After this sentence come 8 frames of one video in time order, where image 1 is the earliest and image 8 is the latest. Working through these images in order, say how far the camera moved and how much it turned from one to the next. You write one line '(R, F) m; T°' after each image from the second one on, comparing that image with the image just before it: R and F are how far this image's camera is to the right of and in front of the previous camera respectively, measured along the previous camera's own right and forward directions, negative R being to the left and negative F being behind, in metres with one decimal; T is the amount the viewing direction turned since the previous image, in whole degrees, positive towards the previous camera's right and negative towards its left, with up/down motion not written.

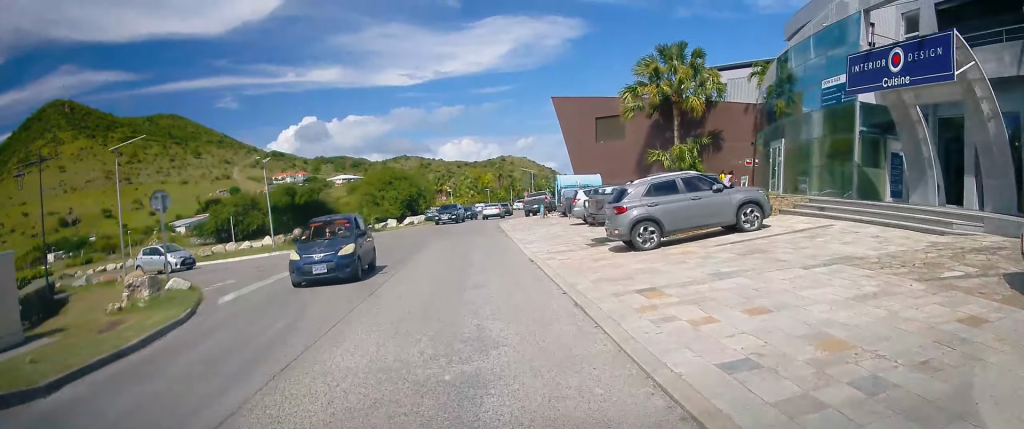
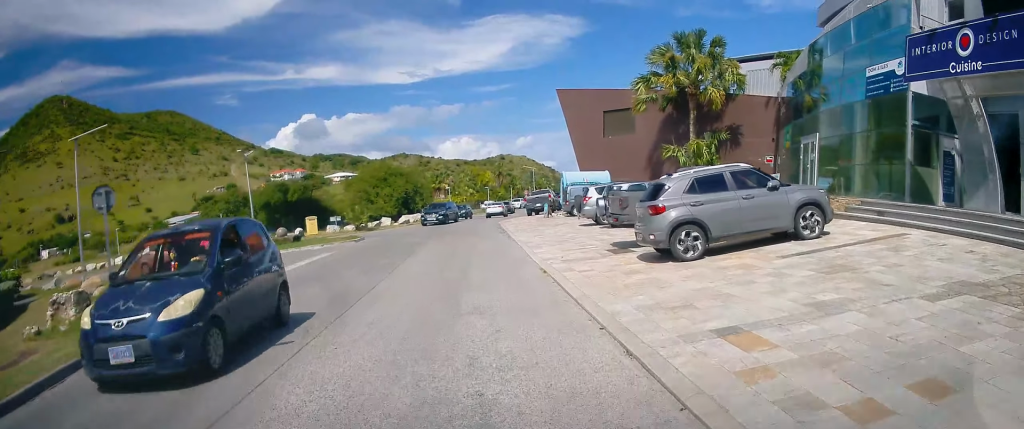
(+0.2, +2.8) m; 0°
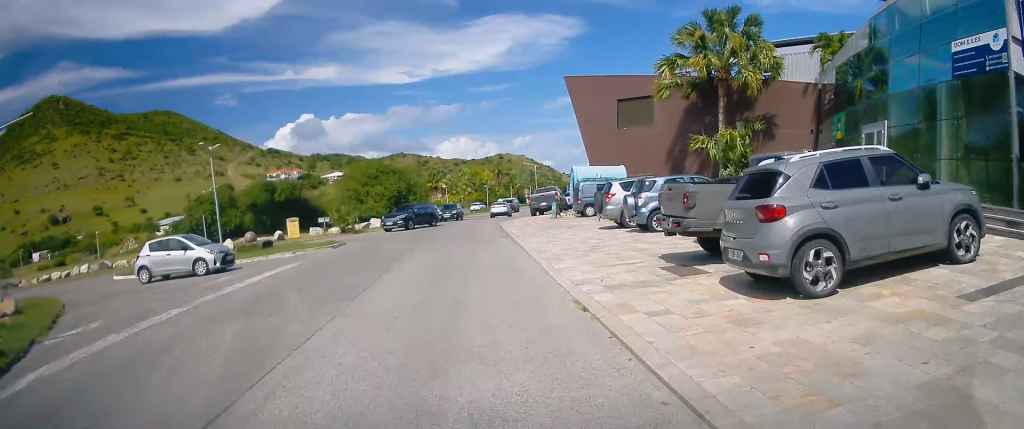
(-0.1, +4.7) m; 0°
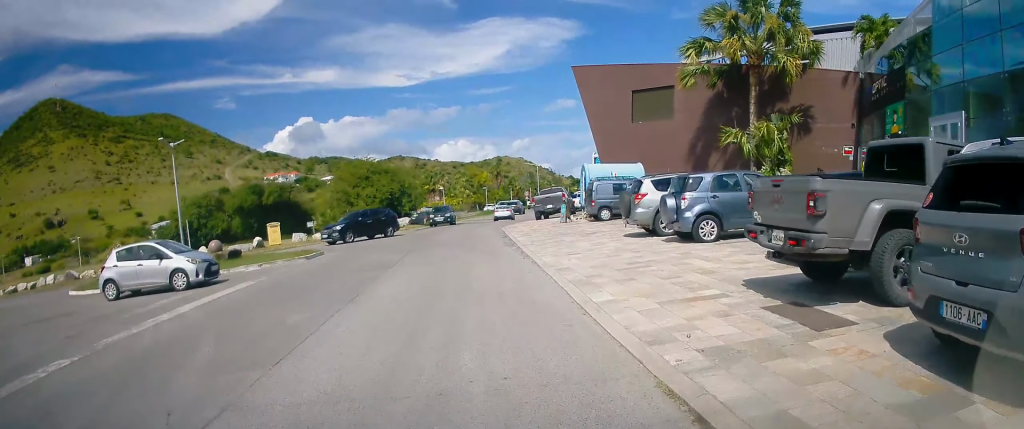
(-0.1, +4.2) m; +1°
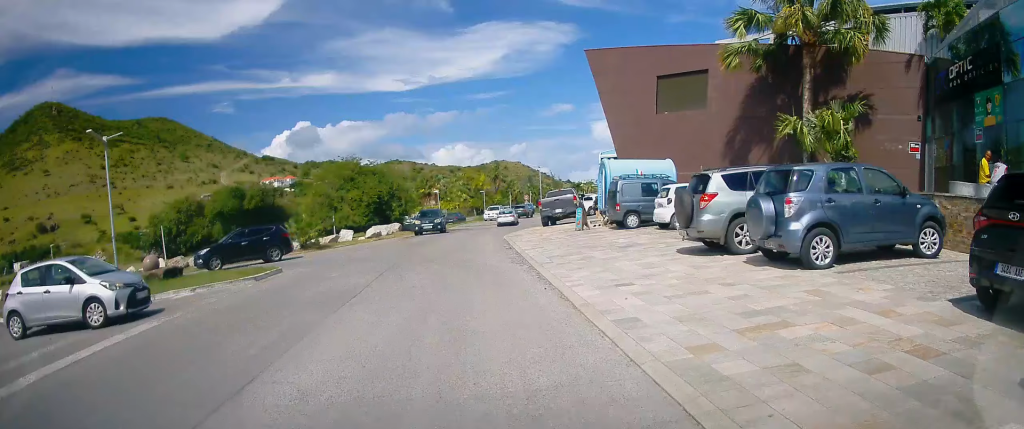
(+0.3, +5.4) m; +2°
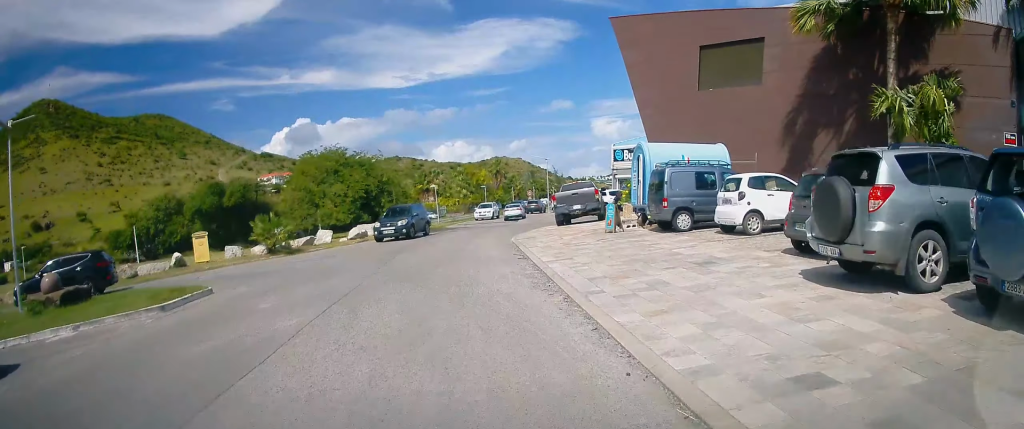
(-0.1, +5.6) m; -2°
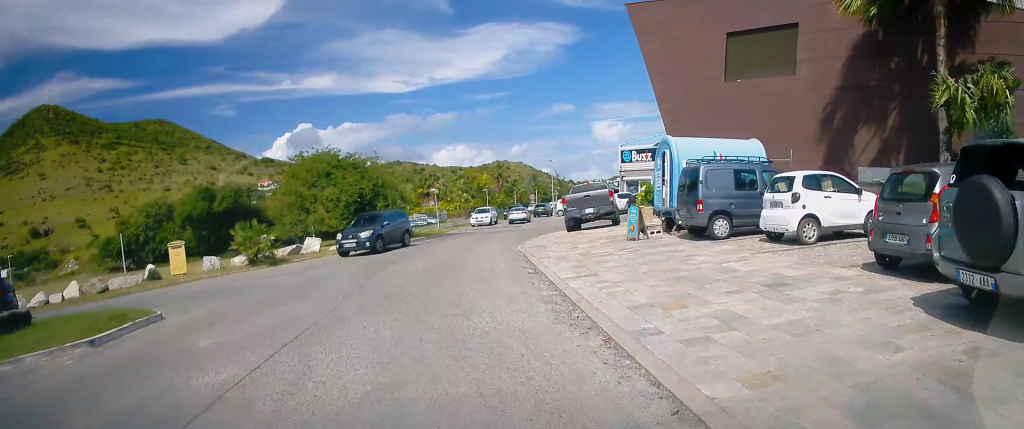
(-0.2, +2.6) m; 0°
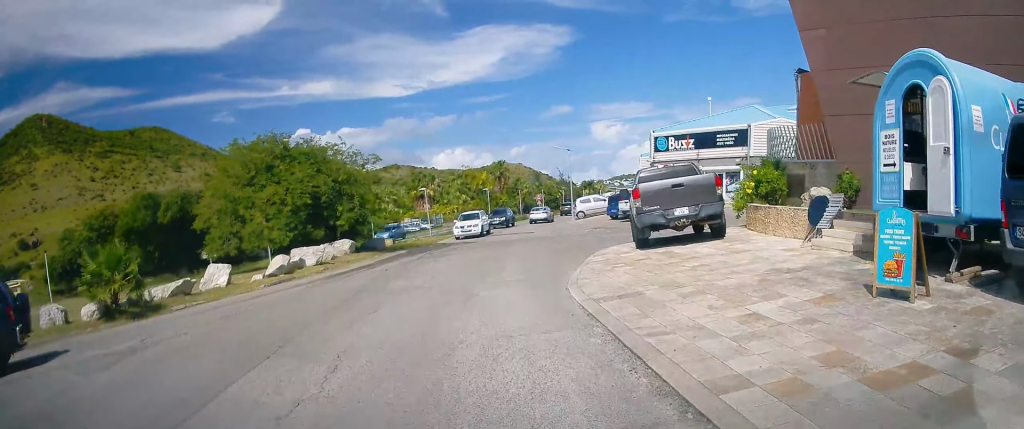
(+0.6, +11.2) m; -1°
